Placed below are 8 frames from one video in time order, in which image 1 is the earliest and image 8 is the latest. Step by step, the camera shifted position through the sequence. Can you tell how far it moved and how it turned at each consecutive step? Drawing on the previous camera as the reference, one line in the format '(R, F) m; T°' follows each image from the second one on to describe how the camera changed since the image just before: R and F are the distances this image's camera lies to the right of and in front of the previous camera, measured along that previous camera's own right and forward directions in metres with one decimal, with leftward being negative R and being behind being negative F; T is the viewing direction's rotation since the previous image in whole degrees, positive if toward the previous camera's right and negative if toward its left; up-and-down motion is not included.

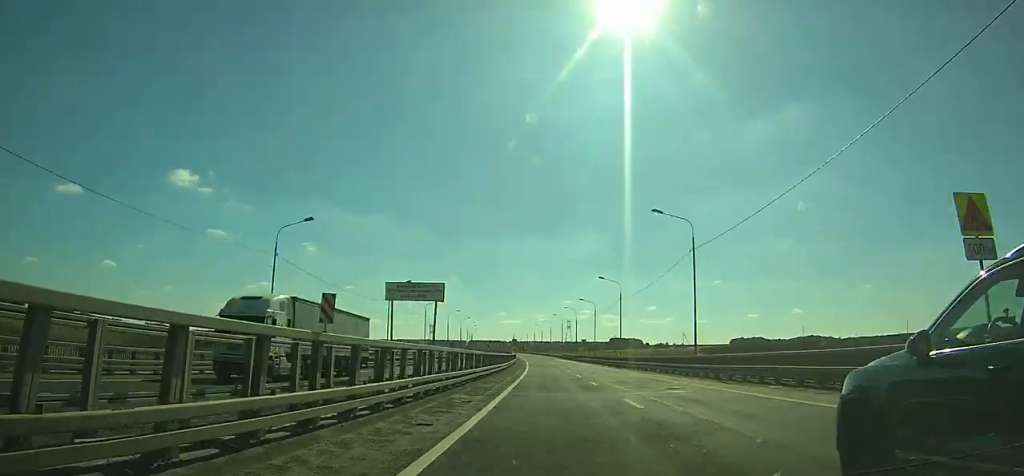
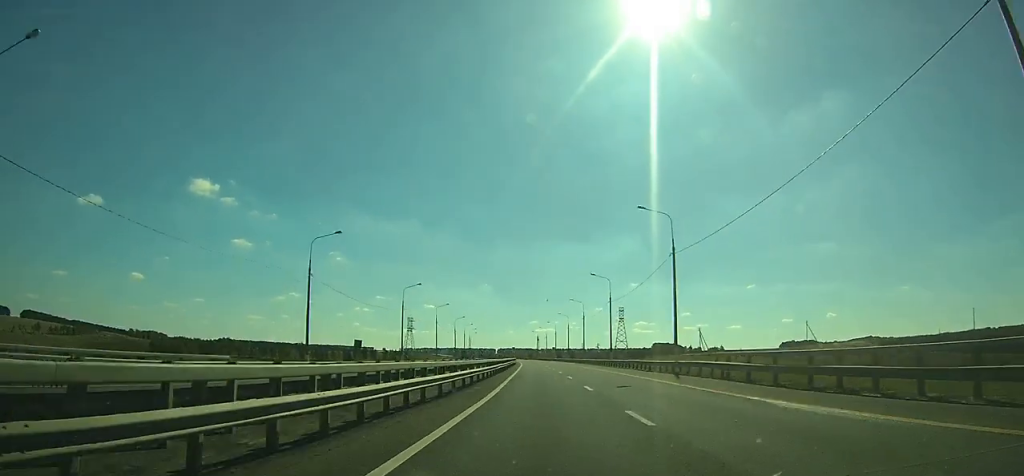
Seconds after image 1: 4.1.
(-3.4, +128.8) m; -3°
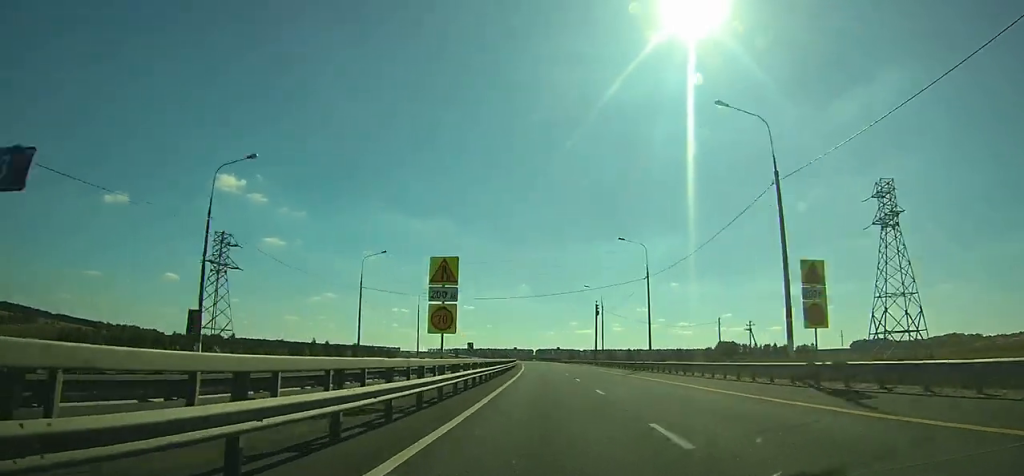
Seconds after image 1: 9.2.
(-5.7, +155.4) m; -4°
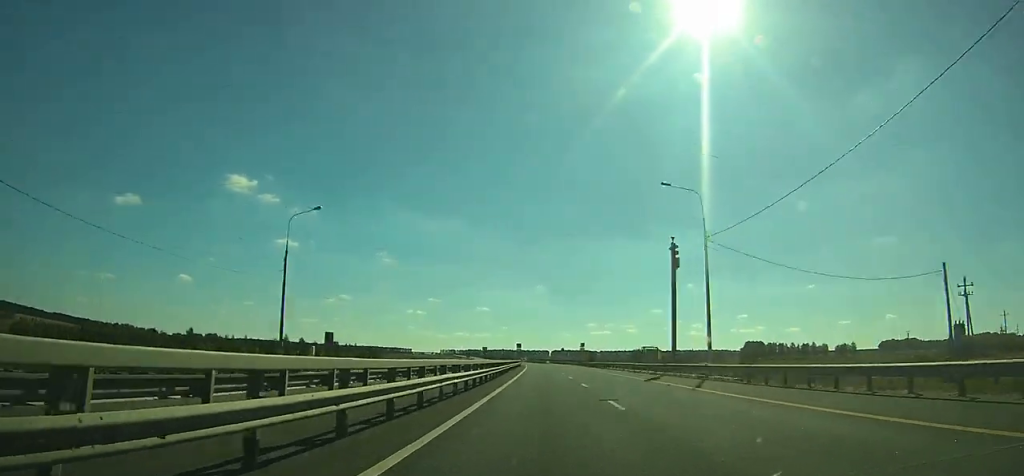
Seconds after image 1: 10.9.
(-0.4, +49.6) m; -2°
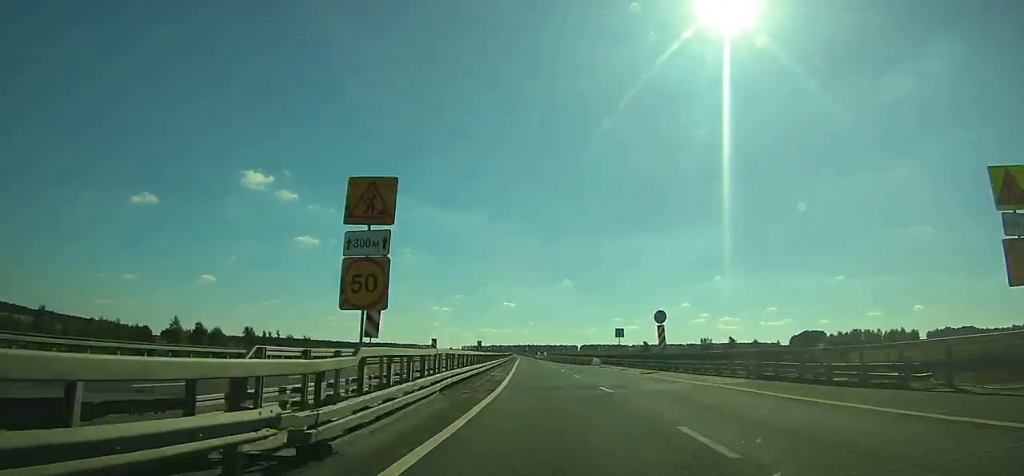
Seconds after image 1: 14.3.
(-2.8, +95.5) m; -3°
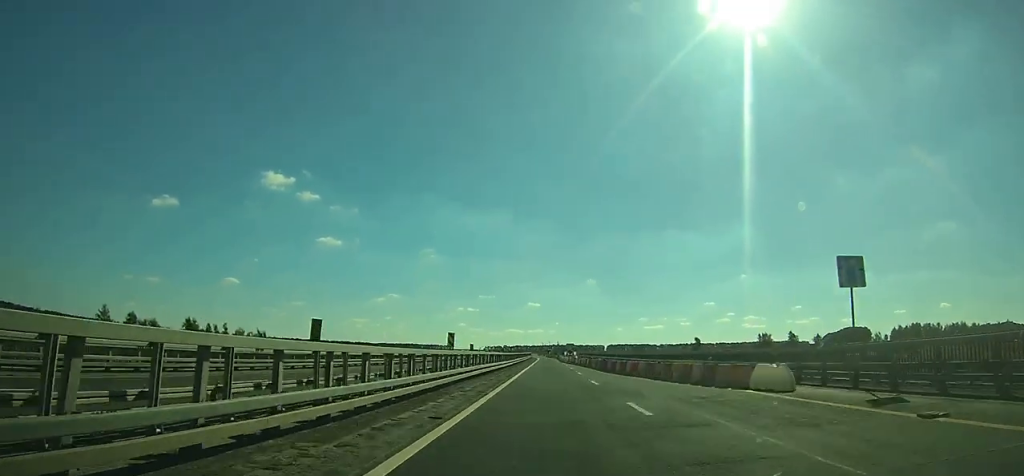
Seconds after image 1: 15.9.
(-0.6, +44.5) m; -1°
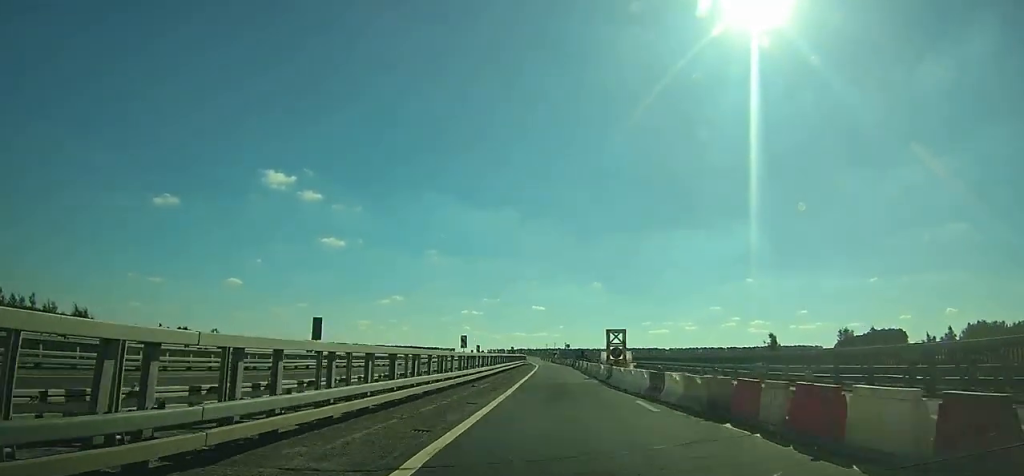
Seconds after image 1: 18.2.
(-0.7, +60.0) m; -1°
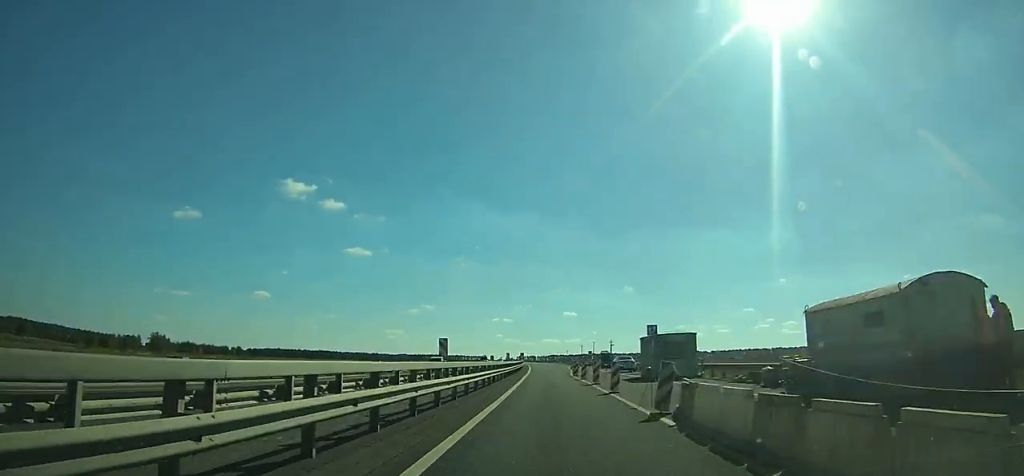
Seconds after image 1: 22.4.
(-2.1, +100.8) m; -3°
